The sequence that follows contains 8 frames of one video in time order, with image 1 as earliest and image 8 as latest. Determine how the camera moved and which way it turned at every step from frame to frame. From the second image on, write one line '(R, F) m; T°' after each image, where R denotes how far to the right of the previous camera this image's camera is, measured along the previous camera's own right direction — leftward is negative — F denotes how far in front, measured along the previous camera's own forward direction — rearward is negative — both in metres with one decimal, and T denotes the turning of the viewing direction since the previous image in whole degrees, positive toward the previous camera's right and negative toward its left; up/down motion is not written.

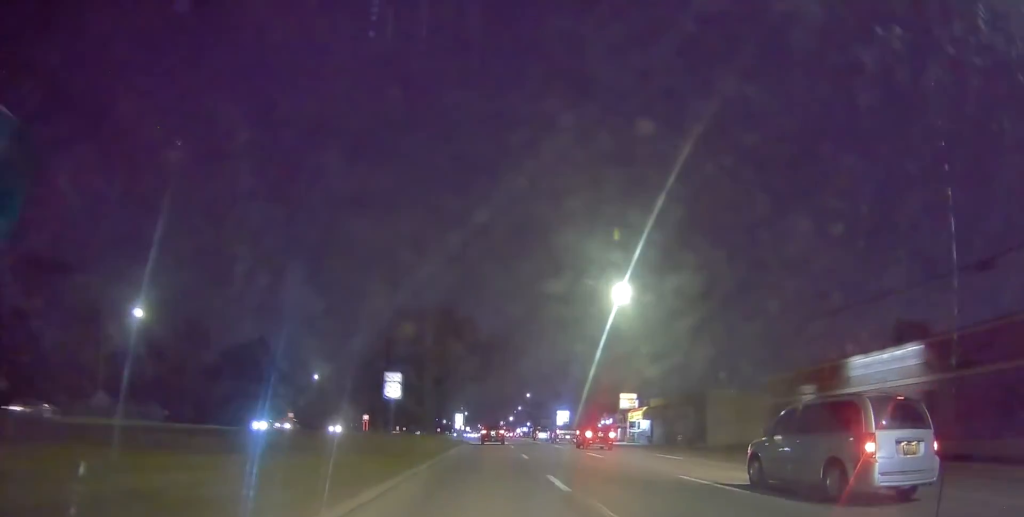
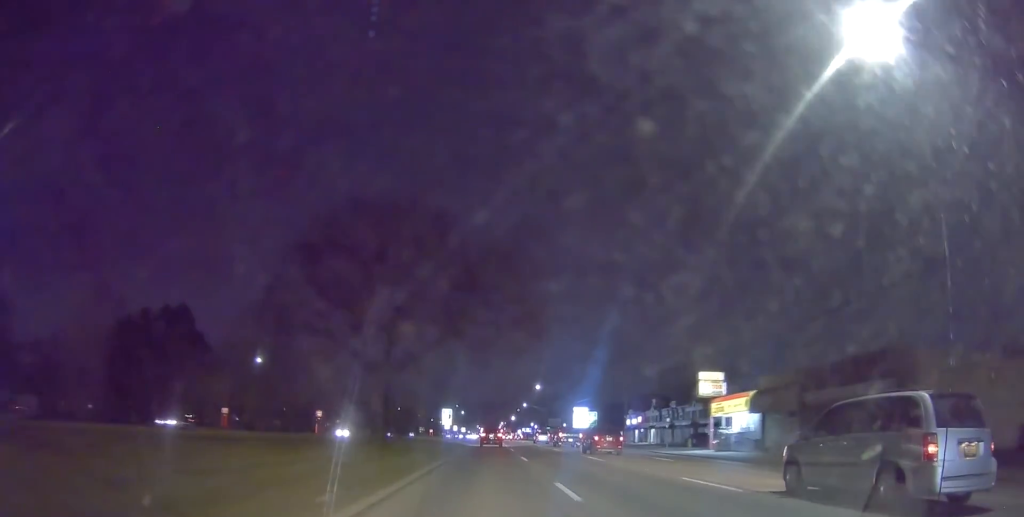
(-0.4, +29.4) m; -2°
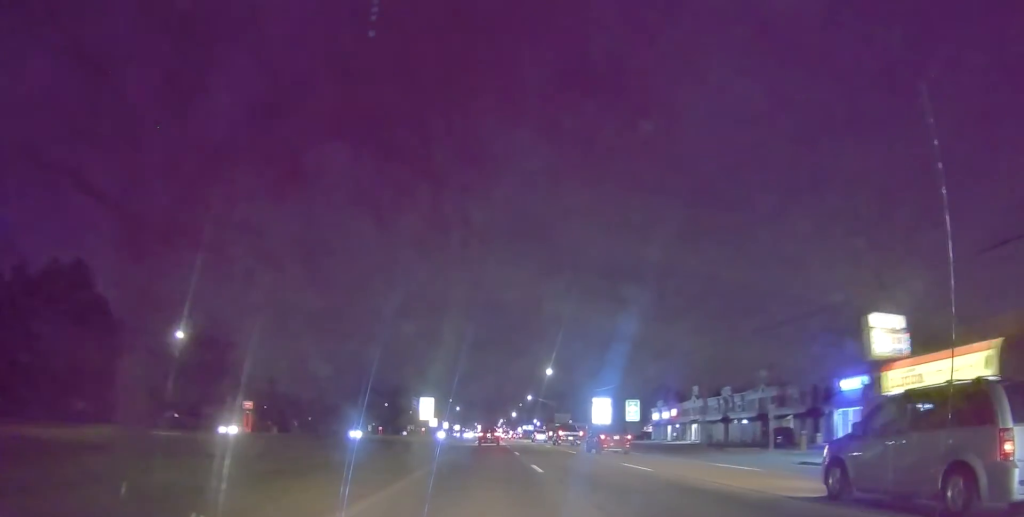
(+0.2, +23.8) m; +1°
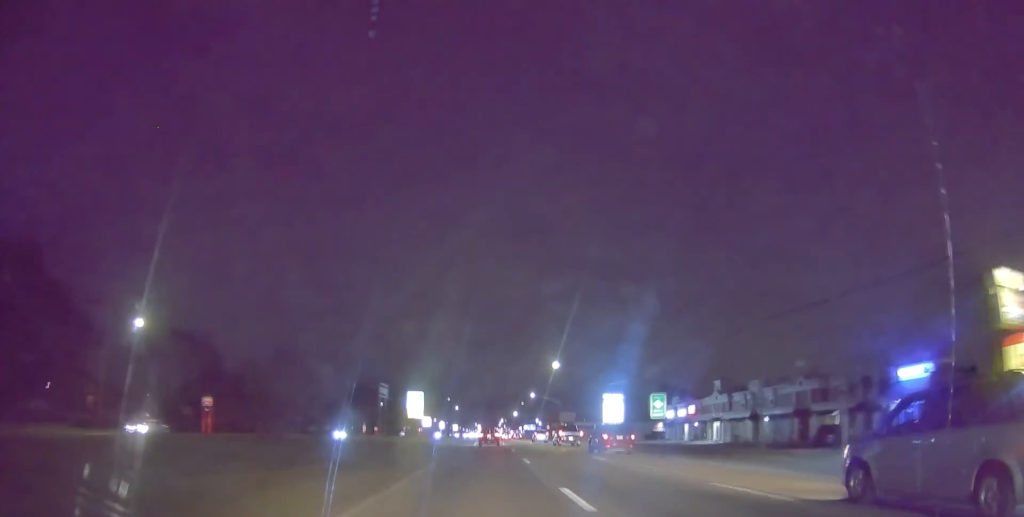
(+0.4, +8.8) m; 0°
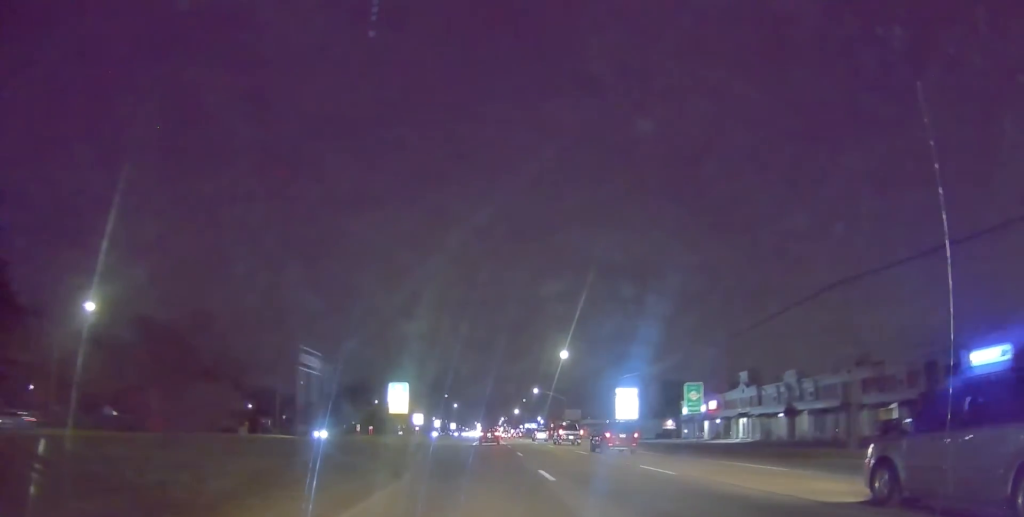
(-0.4, +8.8) m; 0°
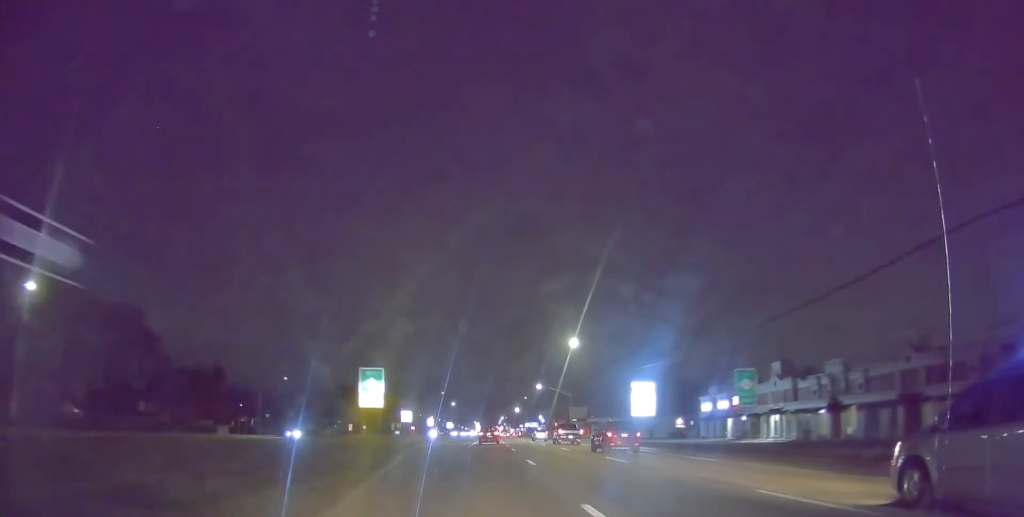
(-0.4, +9.4) m; 0°
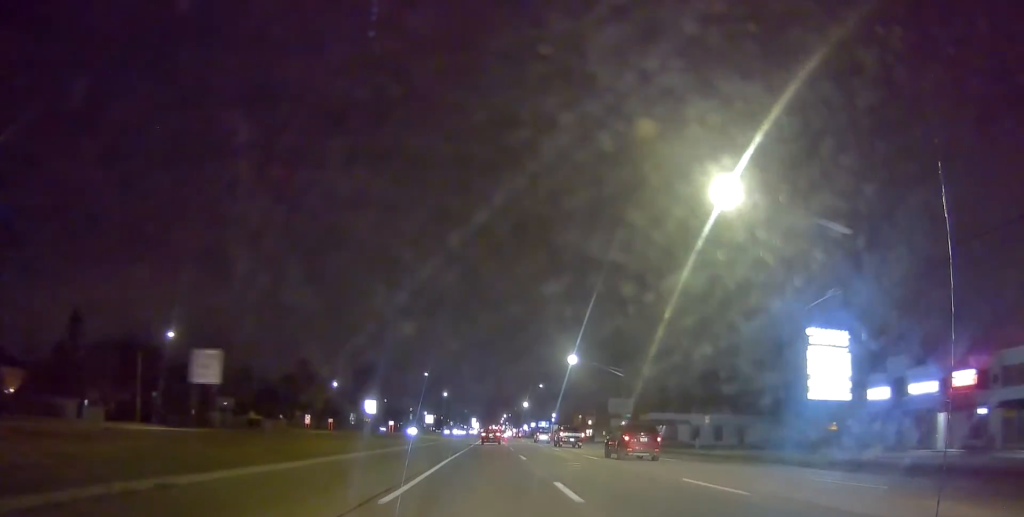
(+0.9, +40.1) m; +1°
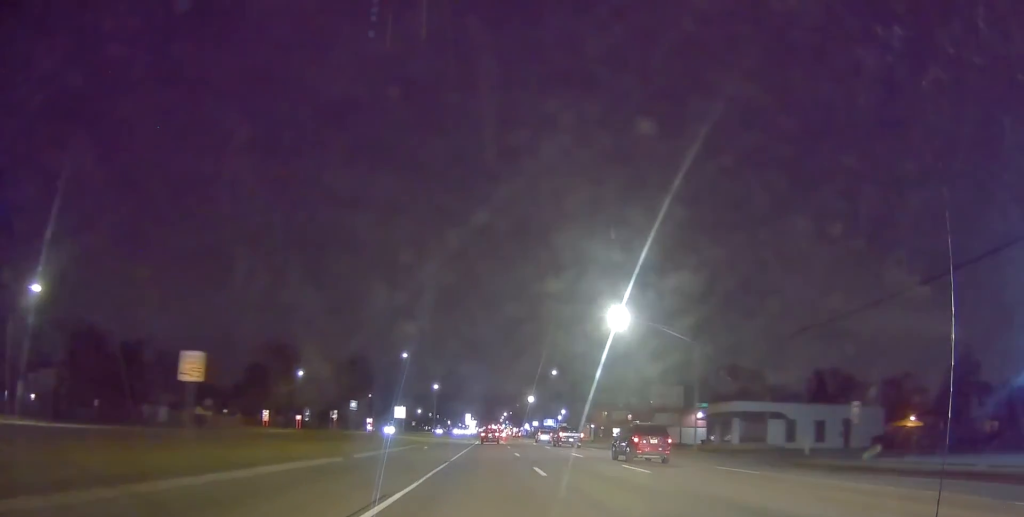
(-0.1, +23.7) m; -1°
